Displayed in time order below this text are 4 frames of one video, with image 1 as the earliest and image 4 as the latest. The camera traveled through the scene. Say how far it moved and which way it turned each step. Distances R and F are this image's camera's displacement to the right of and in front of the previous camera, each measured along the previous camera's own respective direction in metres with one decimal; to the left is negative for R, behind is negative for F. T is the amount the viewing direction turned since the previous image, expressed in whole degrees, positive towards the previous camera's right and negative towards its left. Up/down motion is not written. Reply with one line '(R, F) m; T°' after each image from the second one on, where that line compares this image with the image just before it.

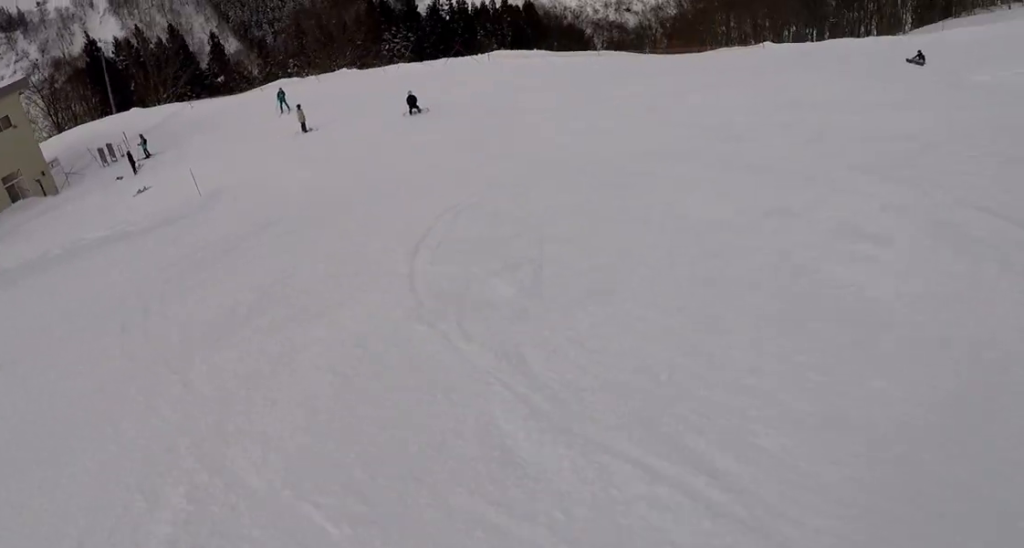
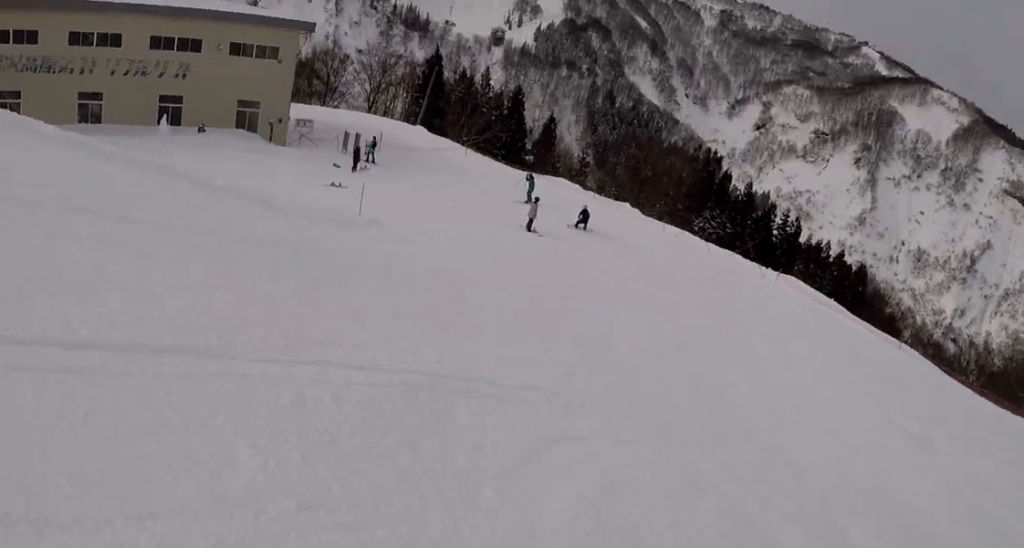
(-1.8, +6.8) m; -32°
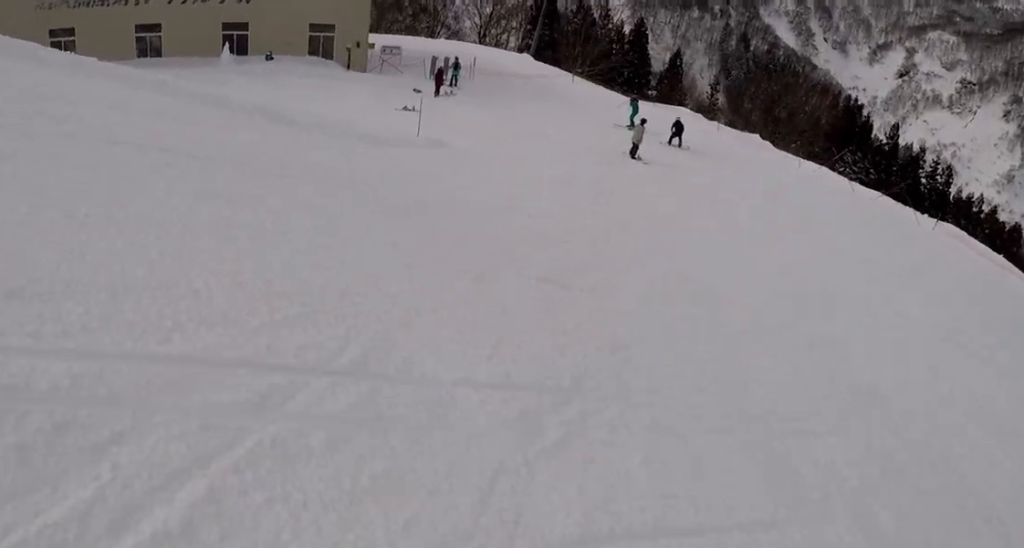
(-1.1, +4.1) m; -14°
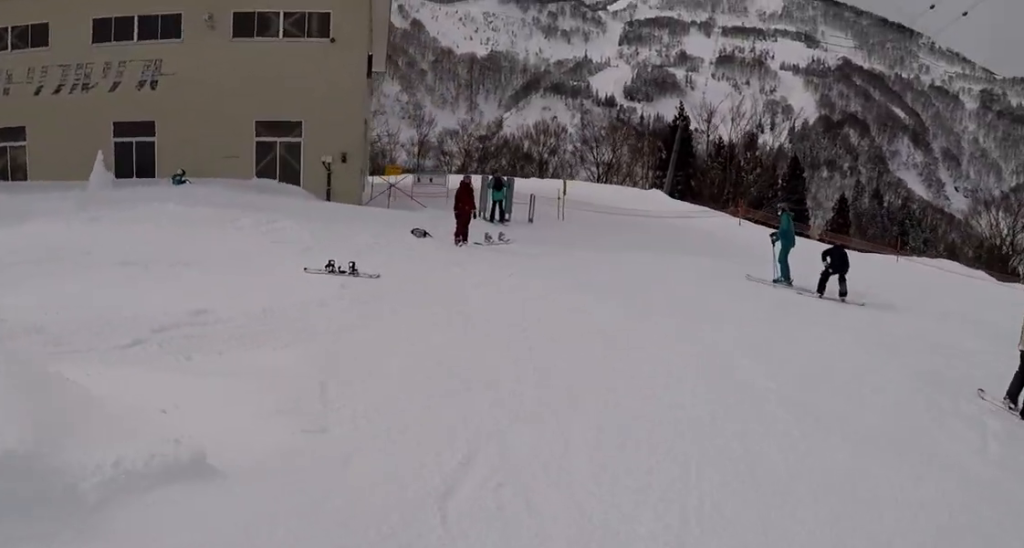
(+2.7, +15.2) m; +6°
